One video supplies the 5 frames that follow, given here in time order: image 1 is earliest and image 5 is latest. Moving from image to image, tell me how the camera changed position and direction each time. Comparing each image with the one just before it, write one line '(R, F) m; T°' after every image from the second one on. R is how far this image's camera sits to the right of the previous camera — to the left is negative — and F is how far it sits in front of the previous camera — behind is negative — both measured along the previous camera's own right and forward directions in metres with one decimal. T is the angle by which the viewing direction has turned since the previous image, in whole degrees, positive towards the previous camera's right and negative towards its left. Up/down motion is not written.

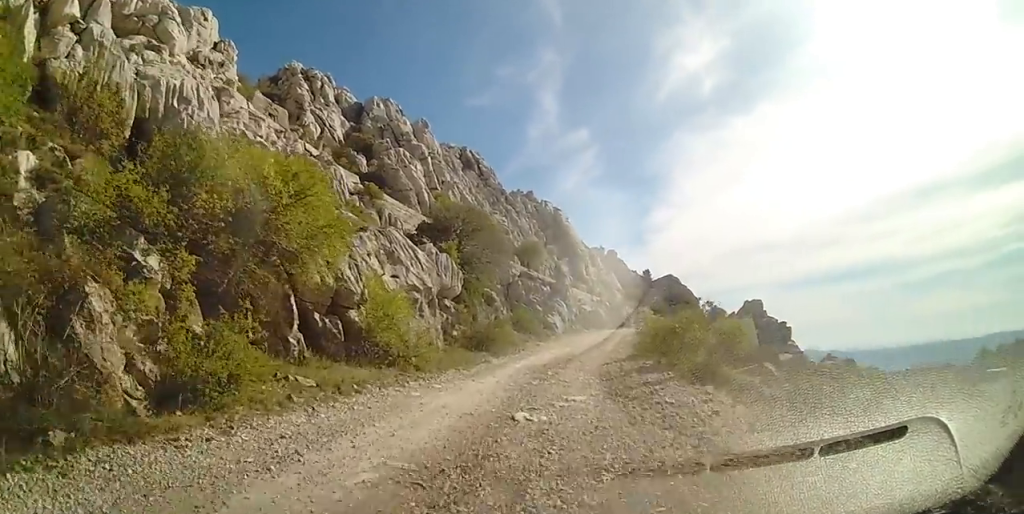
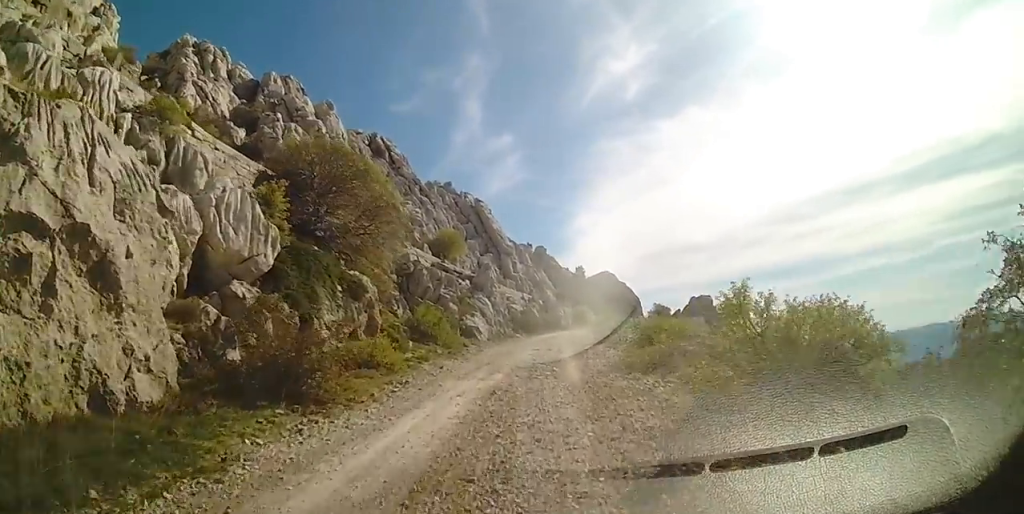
(+1.0, +12.3) m; +4°
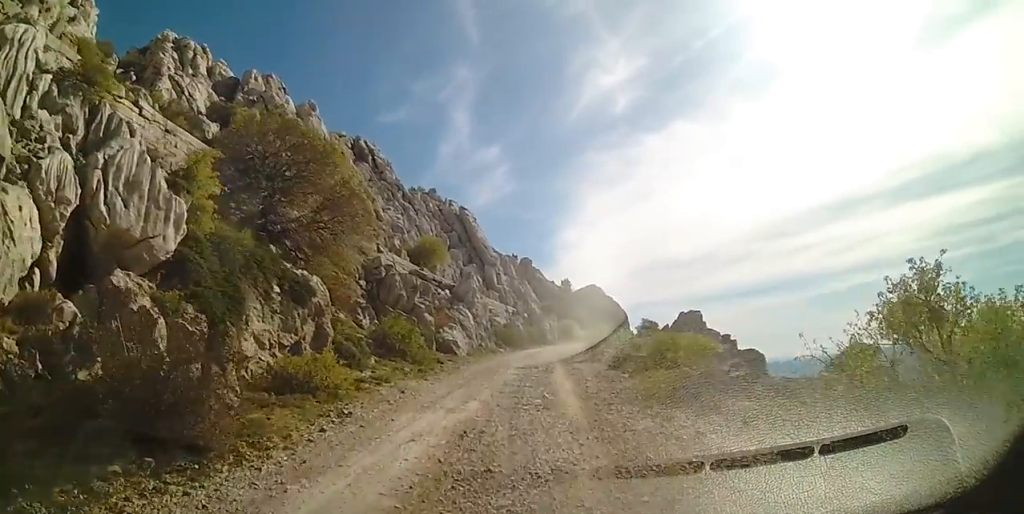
(-0.2, +3.2) m; +3°
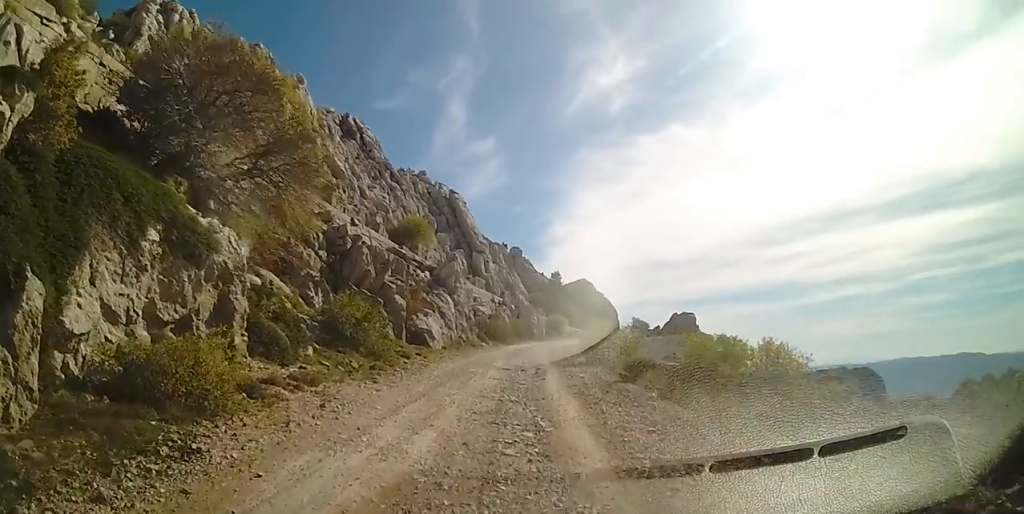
(+0.6, +3.9) m; +4°
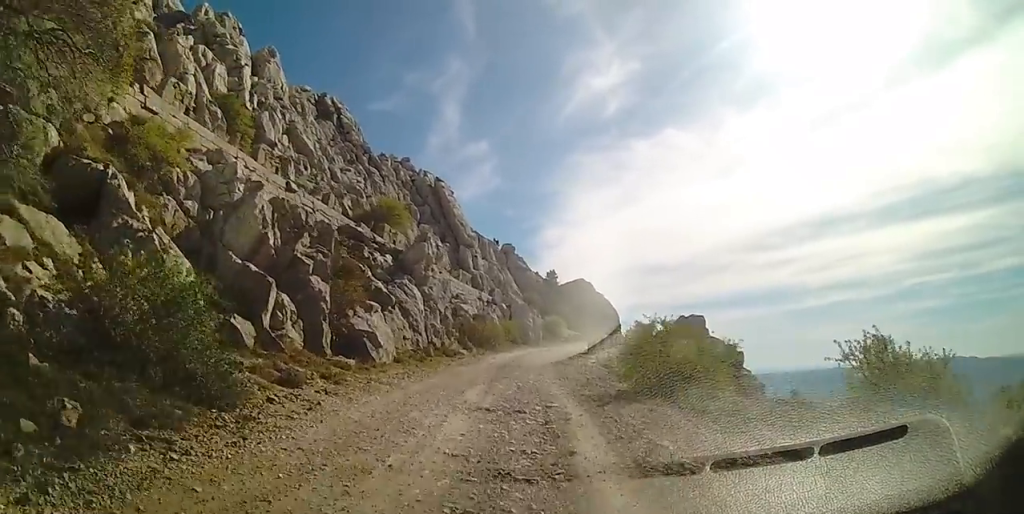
(-0.4, +8.6) m; -2°
